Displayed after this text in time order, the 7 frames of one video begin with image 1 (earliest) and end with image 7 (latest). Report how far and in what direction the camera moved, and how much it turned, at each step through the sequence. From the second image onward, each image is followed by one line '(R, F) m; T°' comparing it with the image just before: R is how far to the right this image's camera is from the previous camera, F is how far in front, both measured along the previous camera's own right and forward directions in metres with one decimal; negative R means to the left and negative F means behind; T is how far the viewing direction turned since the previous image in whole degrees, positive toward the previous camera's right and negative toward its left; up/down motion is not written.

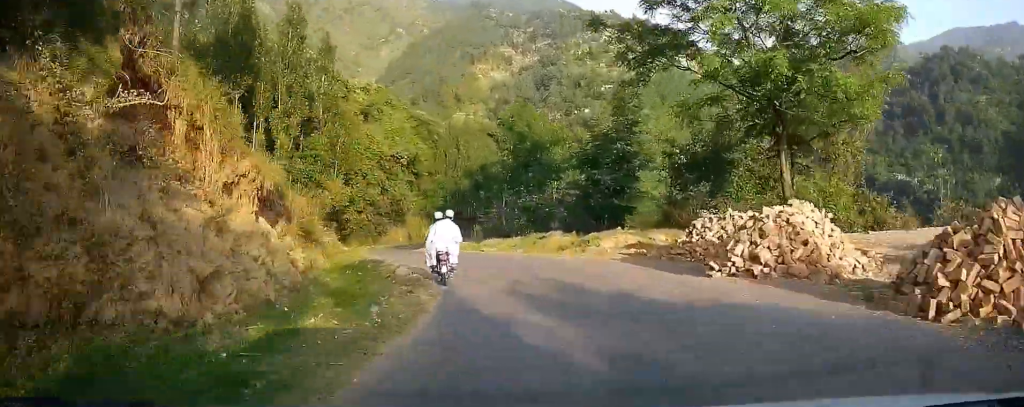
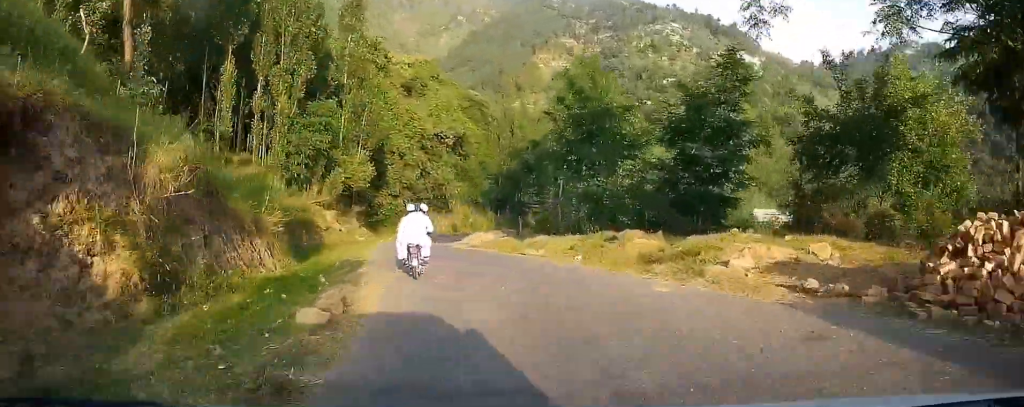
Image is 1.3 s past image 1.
(-0.1, +9.6) m; -3°
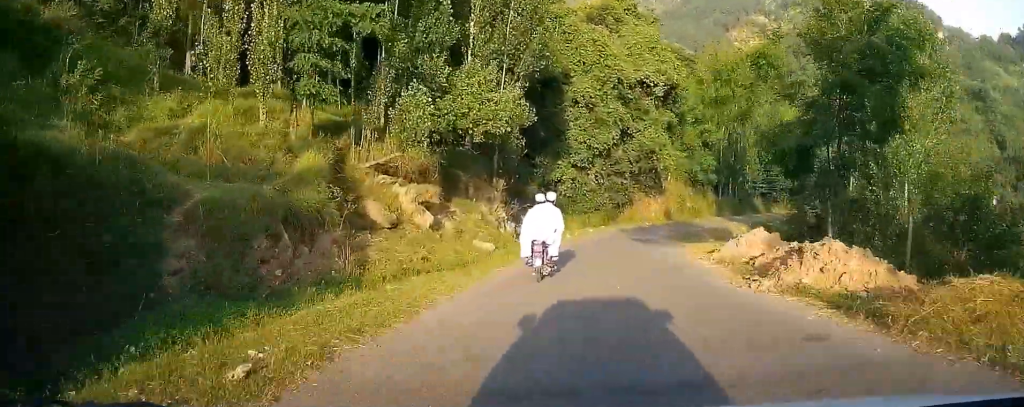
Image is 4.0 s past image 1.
(-2.8, +20.2) m; -16°
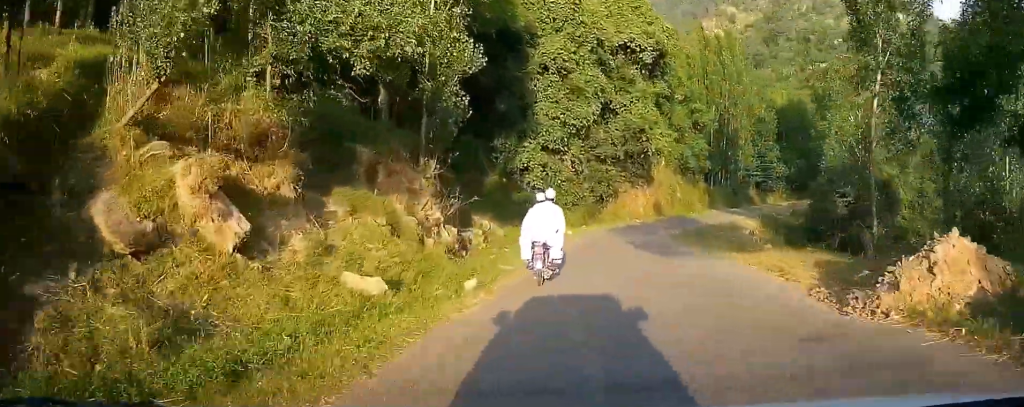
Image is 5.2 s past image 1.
(-0.9, +9.2) m; -5°
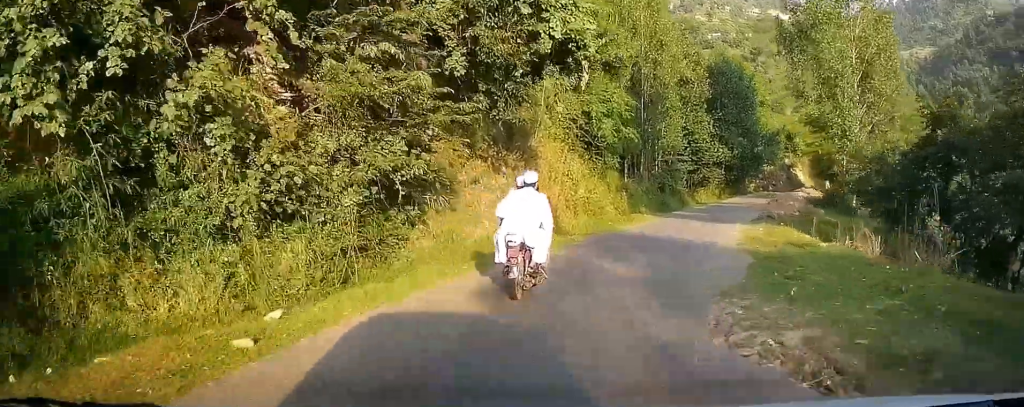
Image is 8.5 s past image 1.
(+2.2, +25.8) m; +15°
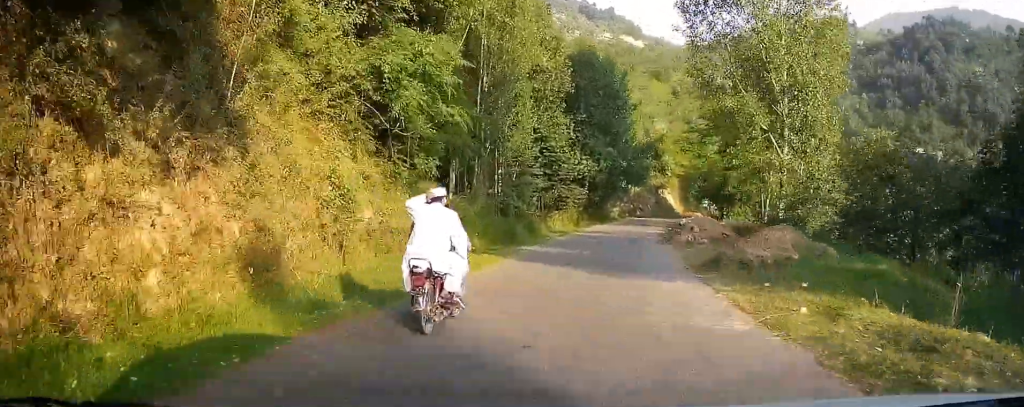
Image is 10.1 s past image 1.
(+1.3, +13.2) m; +12°
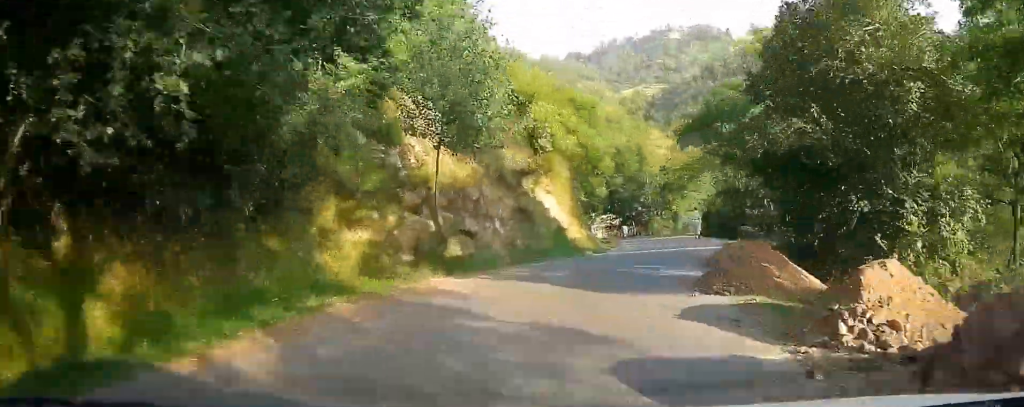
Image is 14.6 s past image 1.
(+9.4, +39.9) m; +21°
